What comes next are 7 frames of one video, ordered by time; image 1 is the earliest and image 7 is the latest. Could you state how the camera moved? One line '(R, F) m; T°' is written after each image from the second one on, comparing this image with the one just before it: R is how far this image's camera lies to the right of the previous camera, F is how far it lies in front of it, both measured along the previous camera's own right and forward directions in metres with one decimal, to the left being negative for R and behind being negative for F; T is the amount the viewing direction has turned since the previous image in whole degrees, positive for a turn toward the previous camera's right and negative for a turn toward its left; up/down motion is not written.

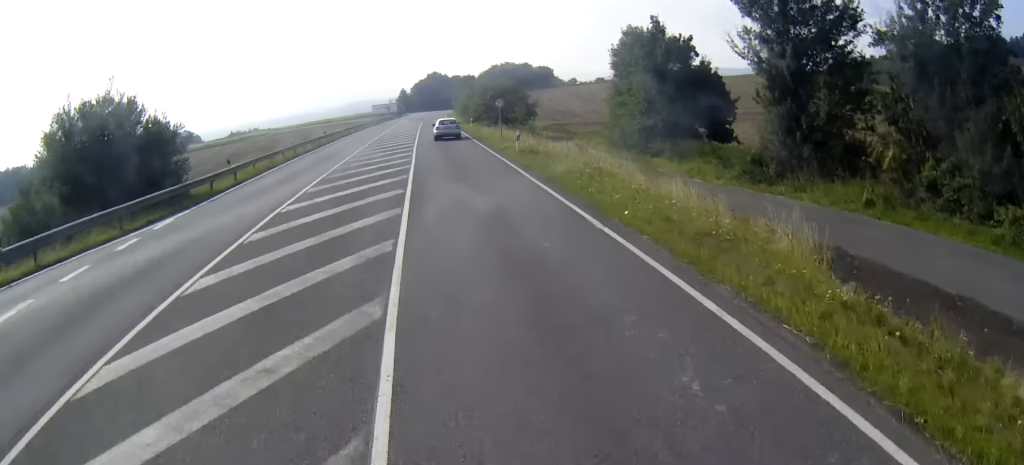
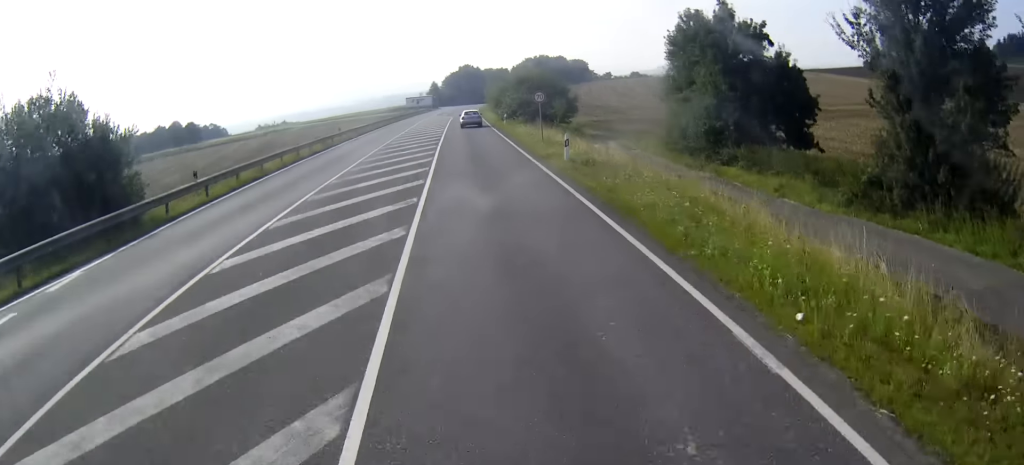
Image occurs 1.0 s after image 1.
(+0.1, +6.2) m; +1°
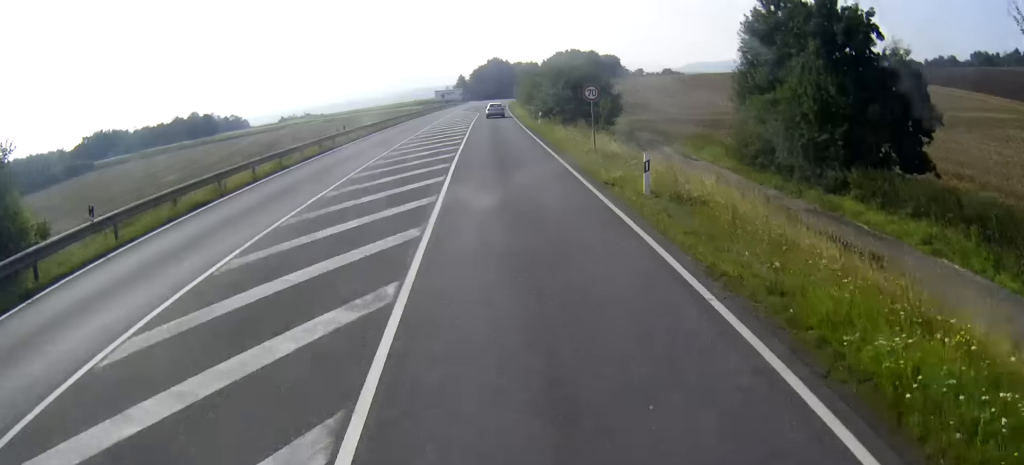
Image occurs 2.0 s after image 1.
(0.0, +7.6) m; 0°
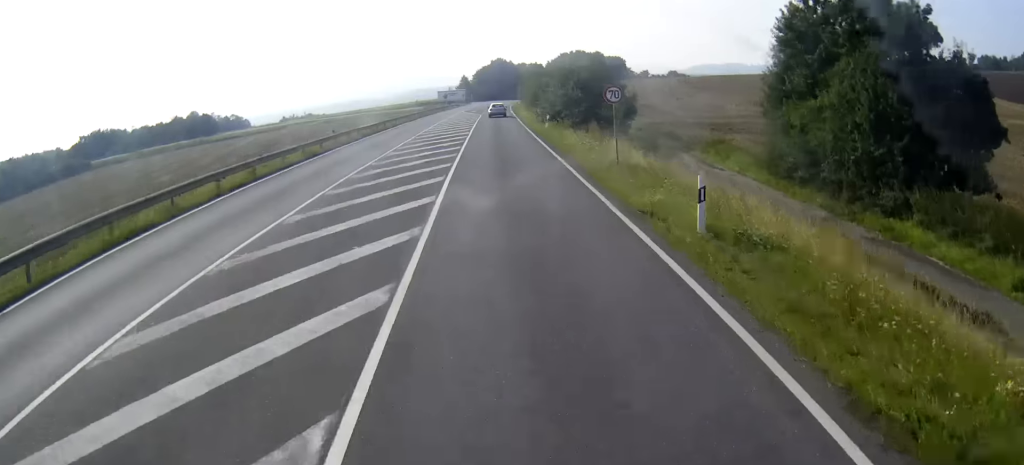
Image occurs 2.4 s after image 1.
(0.0, +3.6) m; 0°
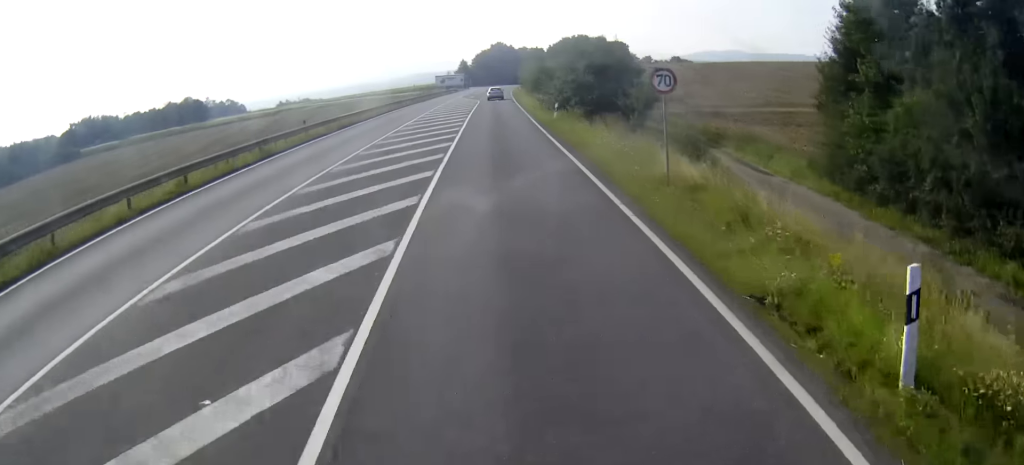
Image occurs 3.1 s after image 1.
(0.0, +6.4) m; 0°
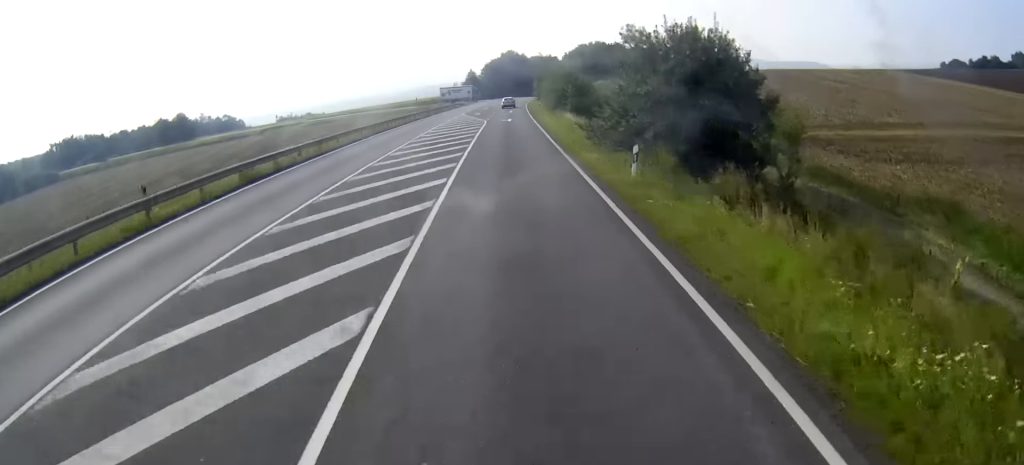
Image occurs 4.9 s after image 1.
(-0.1, +18.5) m; -1°
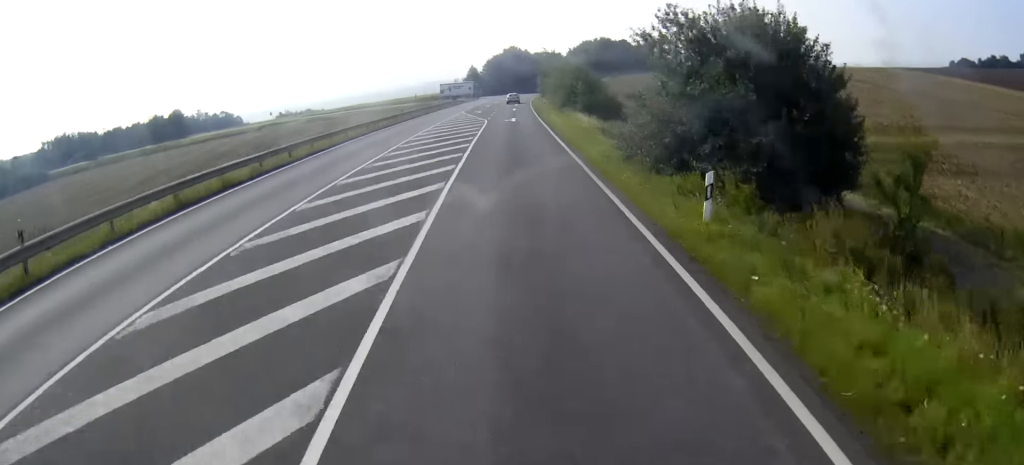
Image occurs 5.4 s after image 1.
(0.0, +5.6) m; -1°
